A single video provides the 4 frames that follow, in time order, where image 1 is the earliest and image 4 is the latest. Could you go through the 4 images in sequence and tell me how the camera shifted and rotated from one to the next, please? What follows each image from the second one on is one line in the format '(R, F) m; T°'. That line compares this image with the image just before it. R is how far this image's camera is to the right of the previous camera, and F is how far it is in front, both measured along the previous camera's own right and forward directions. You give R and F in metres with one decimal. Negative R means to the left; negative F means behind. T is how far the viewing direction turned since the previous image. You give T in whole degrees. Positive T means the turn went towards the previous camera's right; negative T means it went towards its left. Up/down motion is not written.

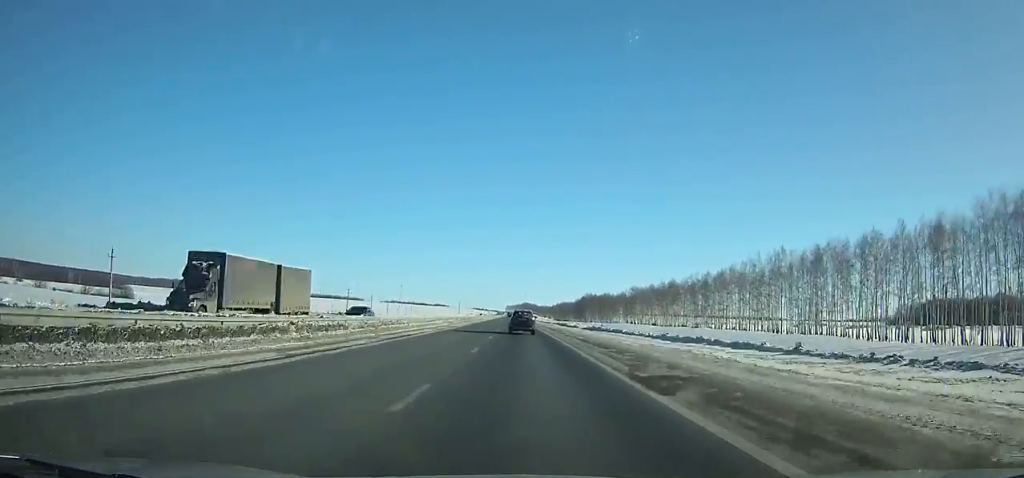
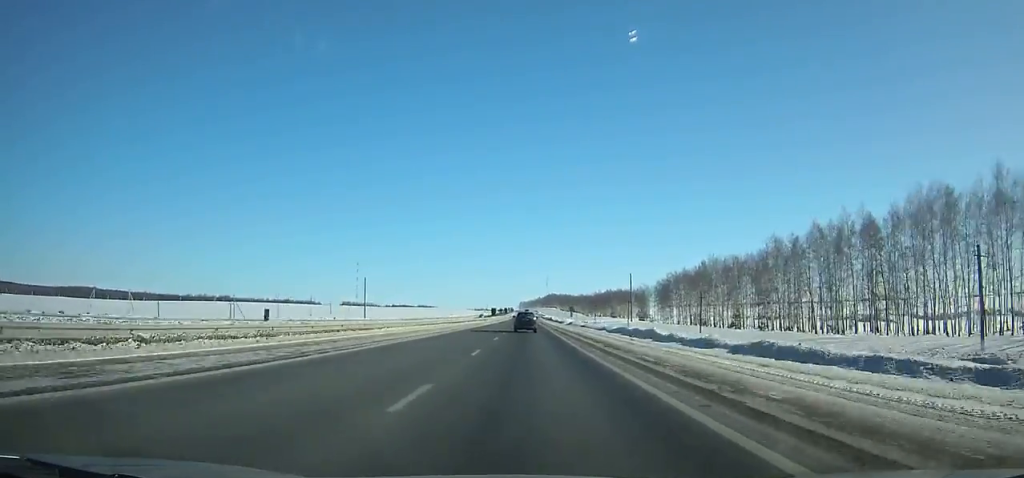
(-12.0, +466.0) m; -2°
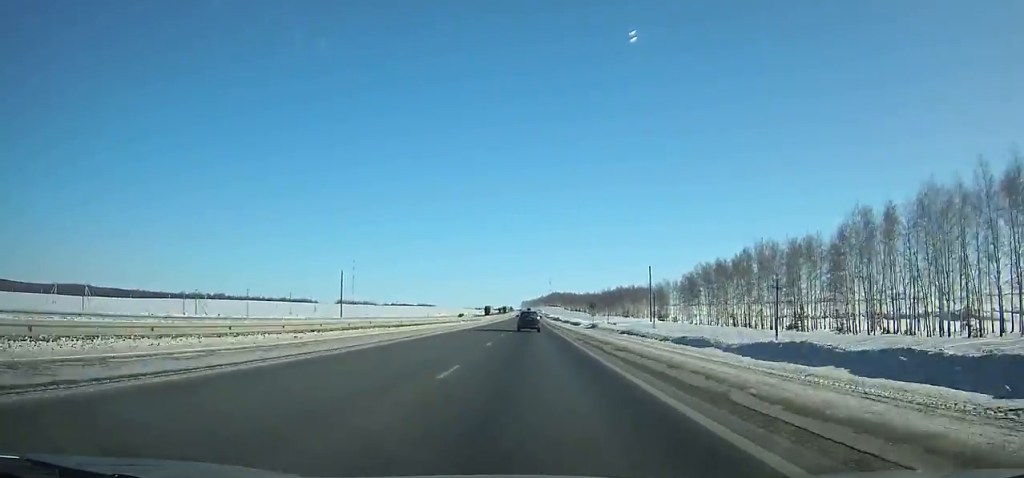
(0.0, +30.9) m; 0°
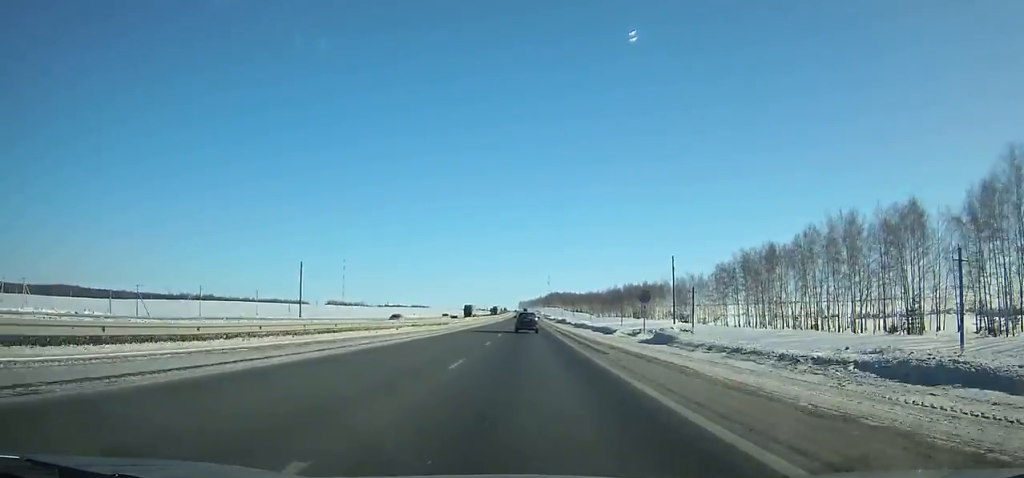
(0.0, +33.2) m; 0°
